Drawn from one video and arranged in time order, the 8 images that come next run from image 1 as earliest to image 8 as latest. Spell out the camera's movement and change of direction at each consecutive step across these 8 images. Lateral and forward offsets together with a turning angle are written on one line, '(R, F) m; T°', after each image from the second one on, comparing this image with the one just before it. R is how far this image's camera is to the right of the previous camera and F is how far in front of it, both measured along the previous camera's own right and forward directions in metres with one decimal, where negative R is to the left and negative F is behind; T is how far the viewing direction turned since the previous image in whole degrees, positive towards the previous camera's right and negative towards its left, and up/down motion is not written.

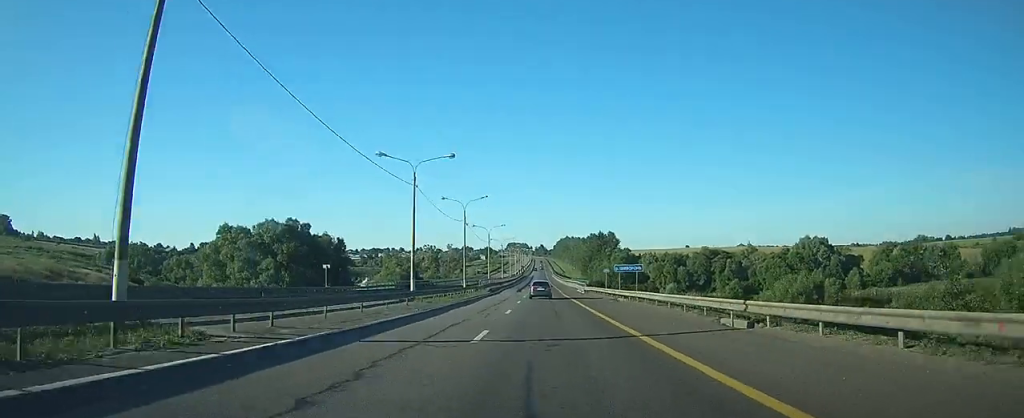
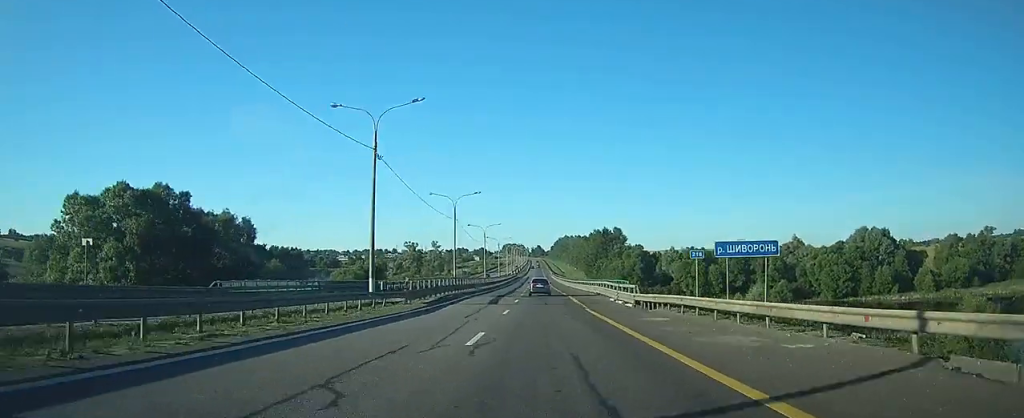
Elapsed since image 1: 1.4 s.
(0.0, +36.3) m; 0°
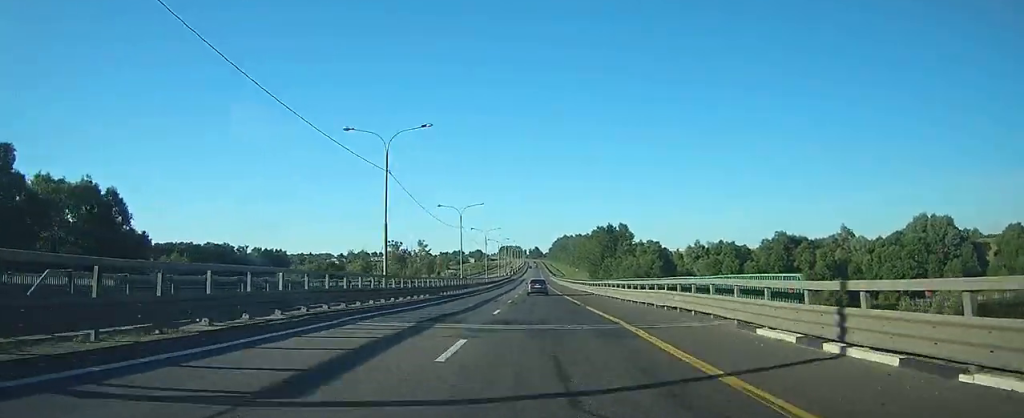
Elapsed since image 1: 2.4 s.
(+0.1, +26.7) m; 0°
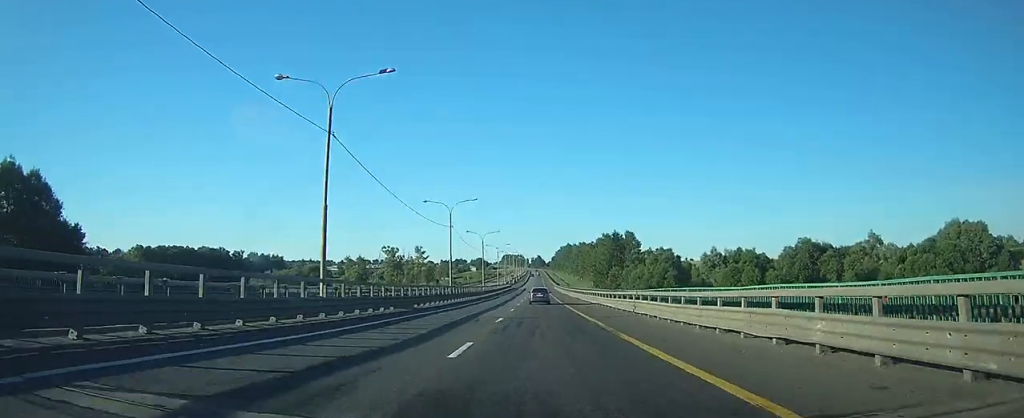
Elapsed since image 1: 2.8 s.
(0.0, +10.3) m; 0°
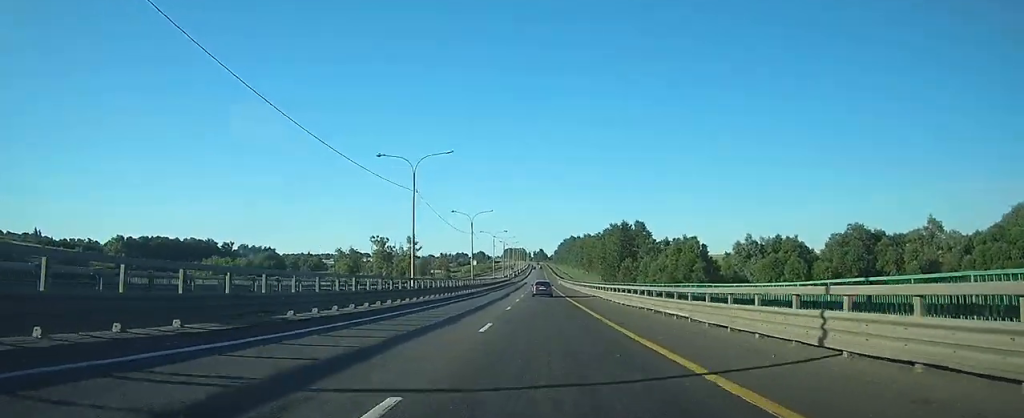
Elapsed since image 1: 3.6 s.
(0.0, +18.9) m; 0°
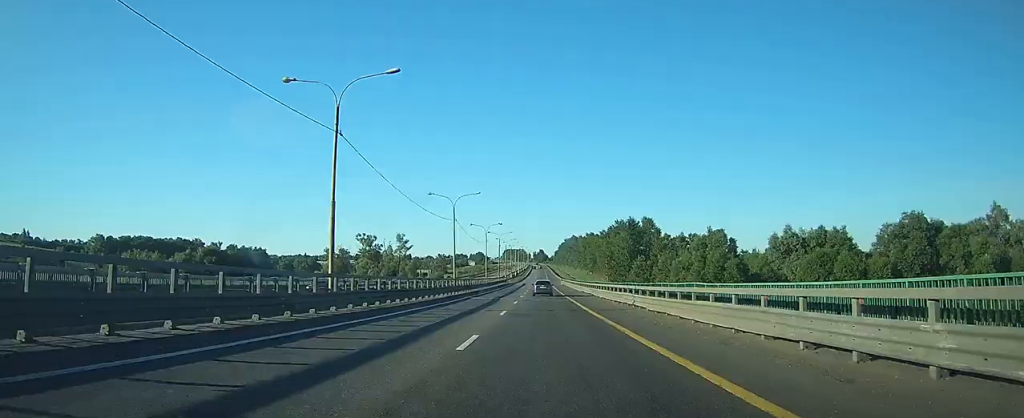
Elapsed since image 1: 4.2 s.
(0.0, +16.3) m; 0°
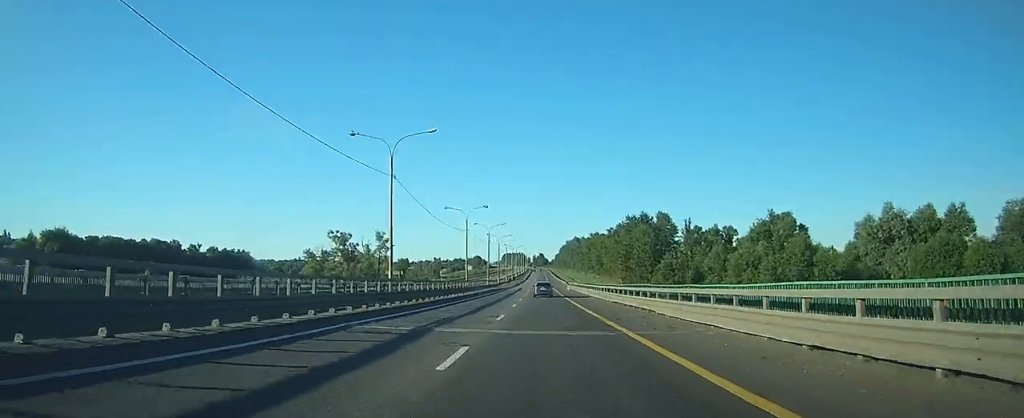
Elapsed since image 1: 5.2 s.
(0.0, +25.9) m; 0°
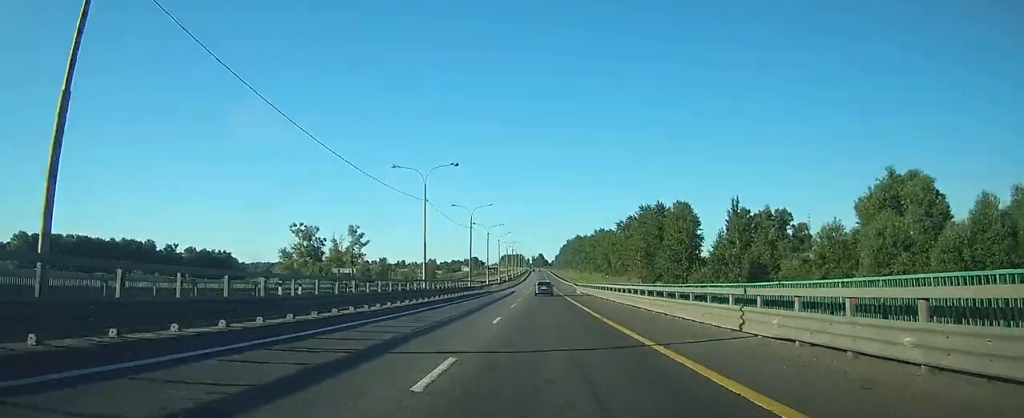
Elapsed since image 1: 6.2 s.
(0.0, +25.3) m; 0°
